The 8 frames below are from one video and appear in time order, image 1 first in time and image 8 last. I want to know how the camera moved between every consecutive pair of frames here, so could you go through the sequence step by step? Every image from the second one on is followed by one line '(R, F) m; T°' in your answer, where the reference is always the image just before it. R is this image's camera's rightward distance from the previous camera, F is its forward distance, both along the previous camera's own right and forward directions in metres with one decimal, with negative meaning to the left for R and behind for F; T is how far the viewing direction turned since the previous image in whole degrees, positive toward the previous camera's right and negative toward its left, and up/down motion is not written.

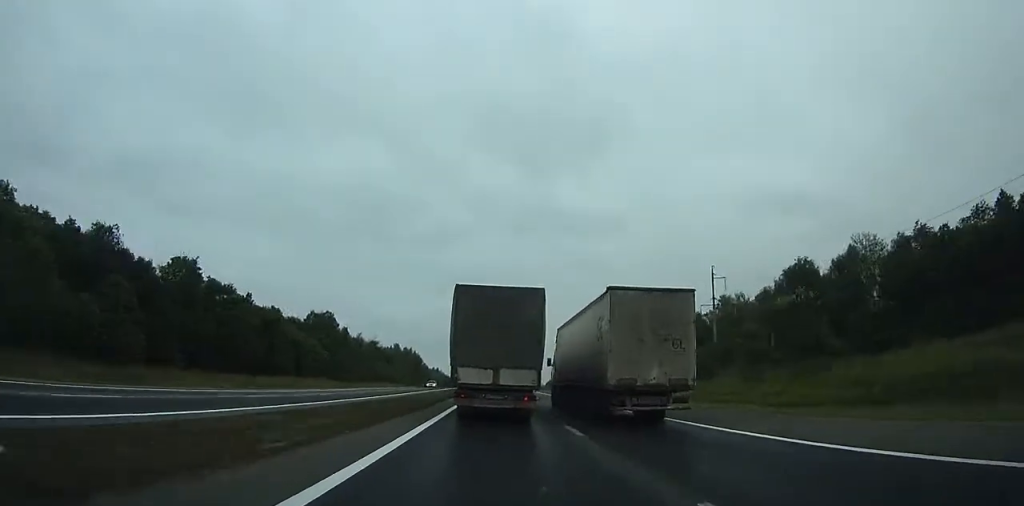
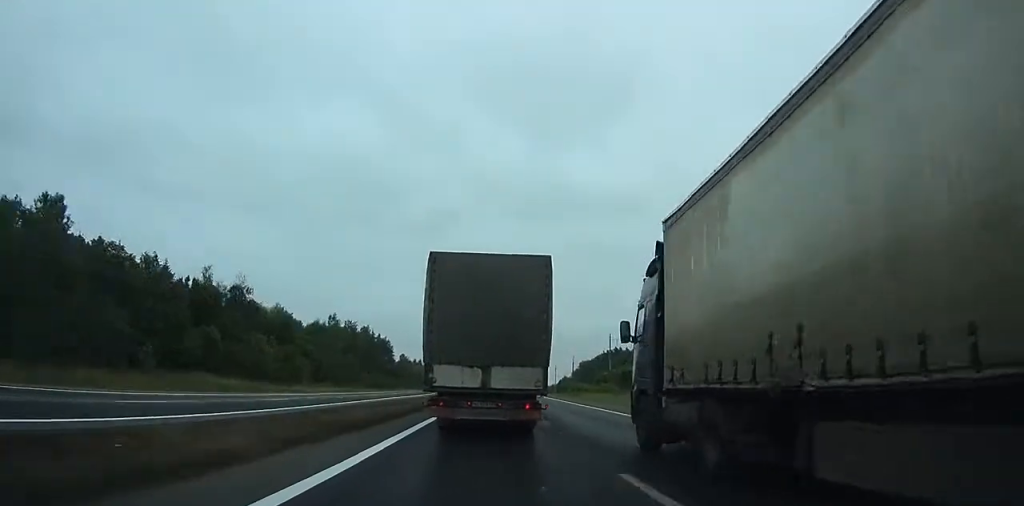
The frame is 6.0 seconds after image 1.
(+0.1, +120.7) m; -1°
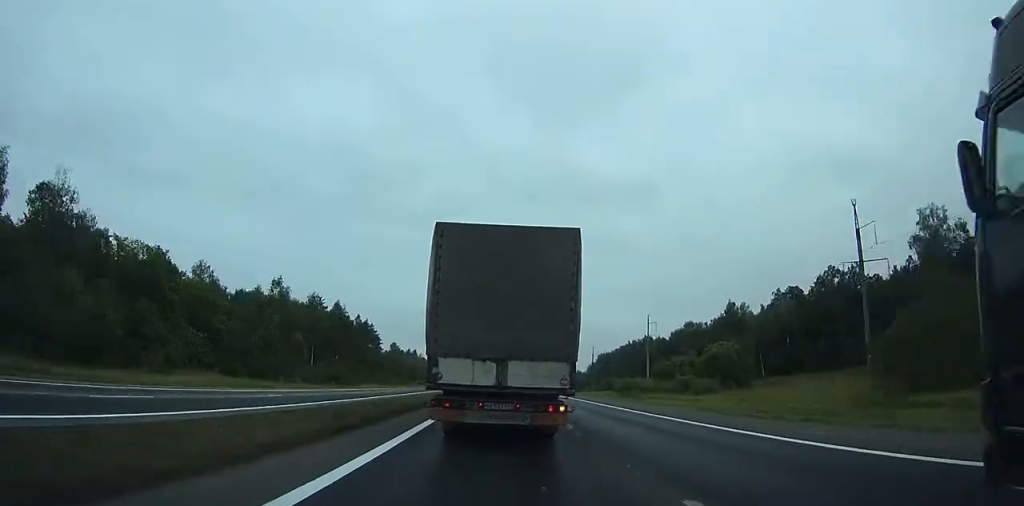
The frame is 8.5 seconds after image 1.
(-0.4, +49.0) m; 0°
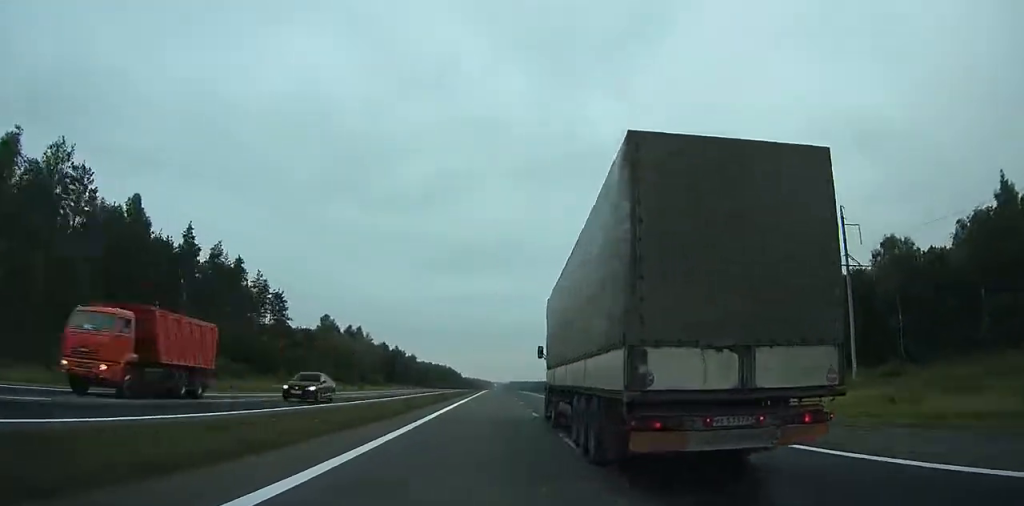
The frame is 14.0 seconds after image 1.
(+0.9, +113.7) m; +1°
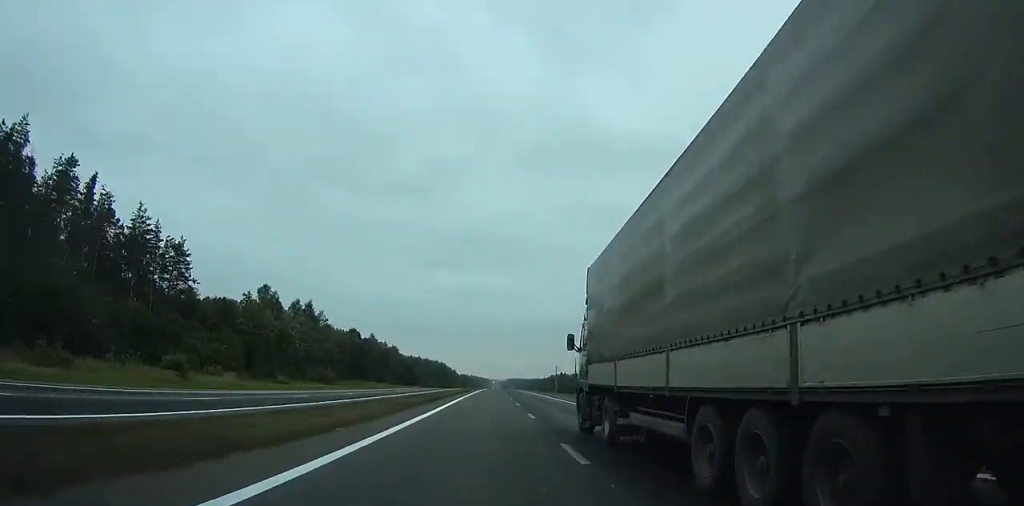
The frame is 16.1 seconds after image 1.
(+0.1, +47.6) m; 0°
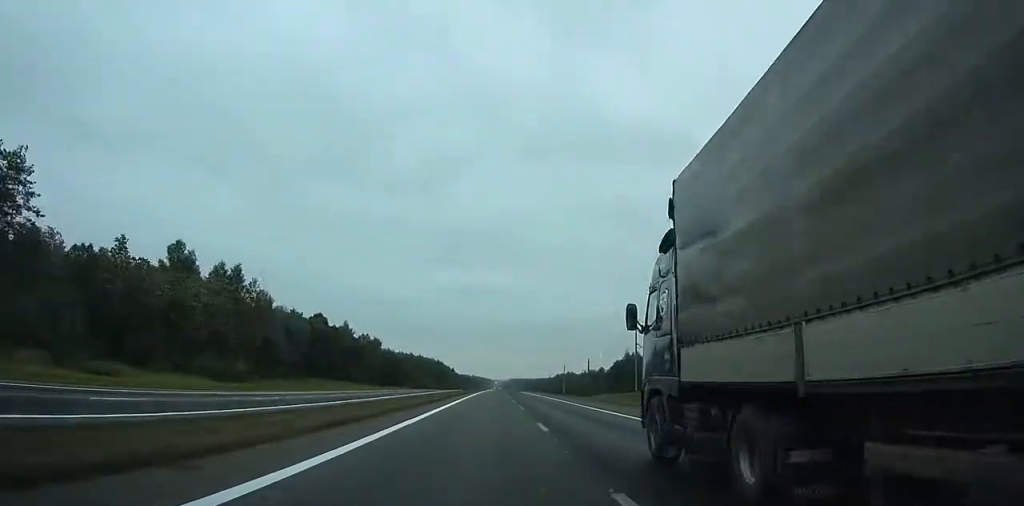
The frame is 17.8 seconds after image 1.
(0.0, +39.8) m; 0°
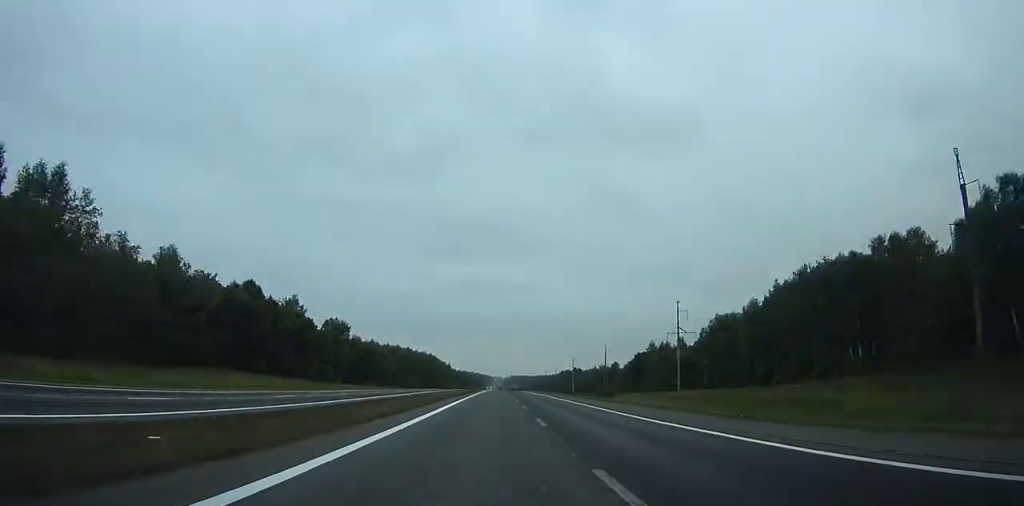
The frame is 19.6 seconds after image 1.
(0.0, +45.9) m; 0°
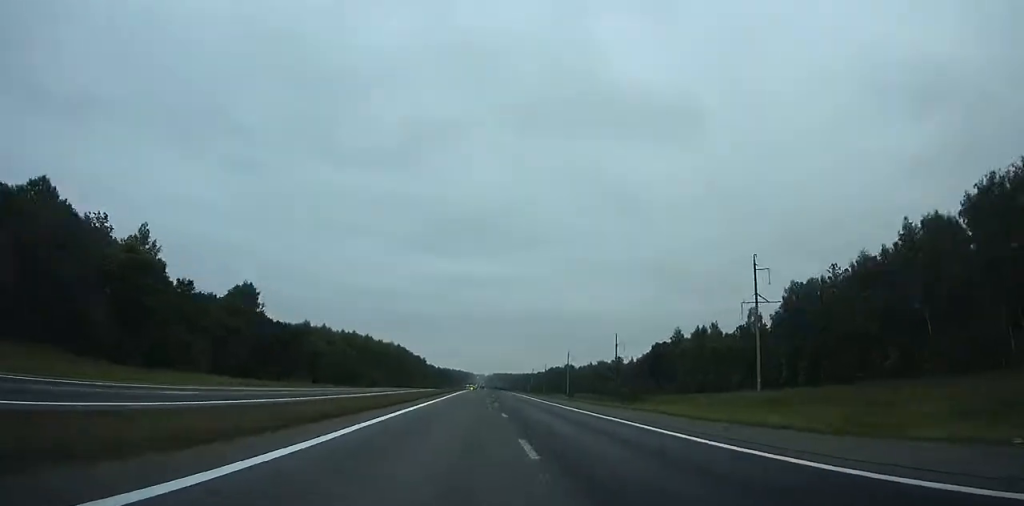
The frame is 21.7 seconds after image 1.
(0.0, +55.3) m; 0°
